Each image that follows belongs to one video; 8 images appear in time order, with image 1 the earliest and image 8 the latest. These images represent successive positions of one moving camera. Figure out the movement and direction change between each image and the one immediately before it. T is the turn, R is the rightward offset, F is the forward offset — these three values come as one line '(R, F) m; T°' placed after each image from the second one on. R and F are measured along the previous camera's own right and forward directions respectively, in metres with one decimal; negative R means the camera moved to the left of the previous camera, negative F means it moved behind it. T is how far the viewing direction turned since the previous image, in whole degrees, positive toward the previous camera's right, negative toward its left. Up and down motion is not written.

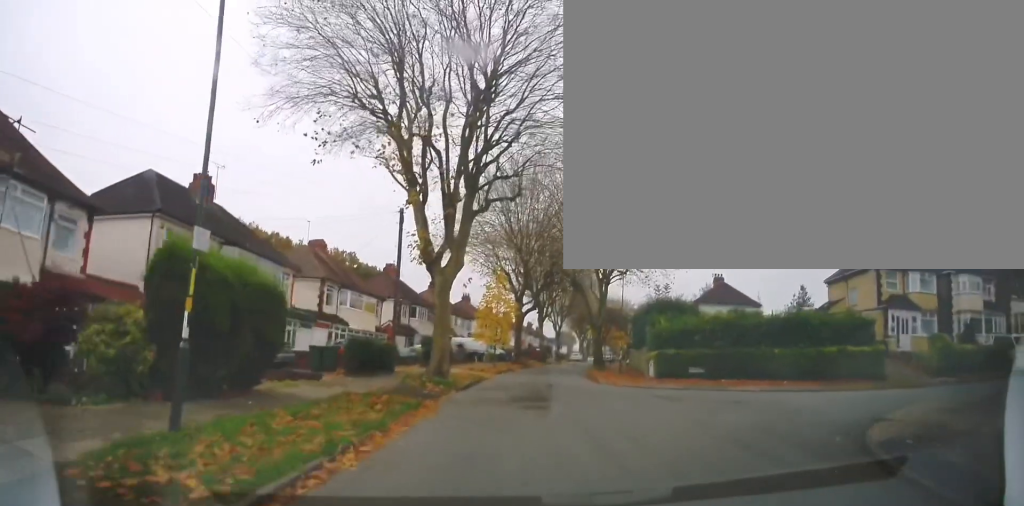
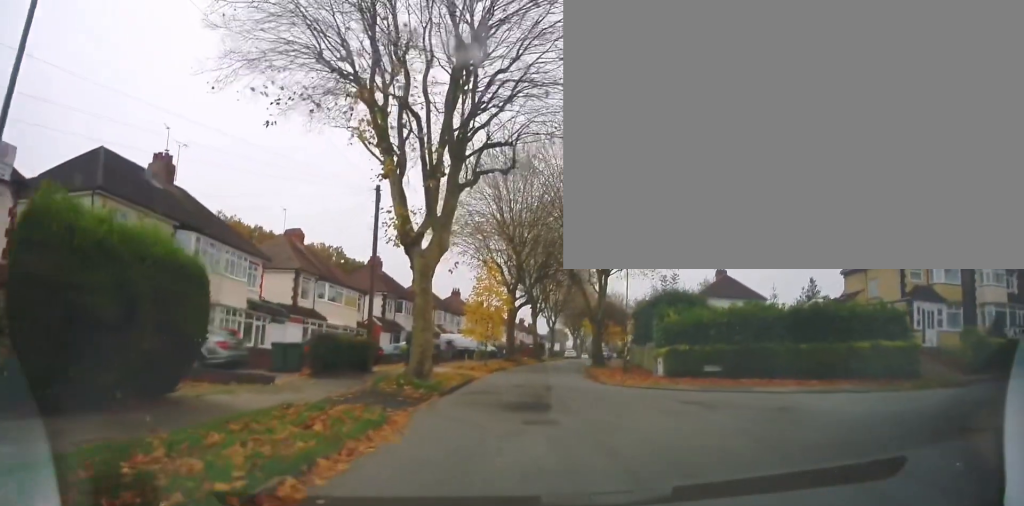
(0.0, +3.4) m; -1°
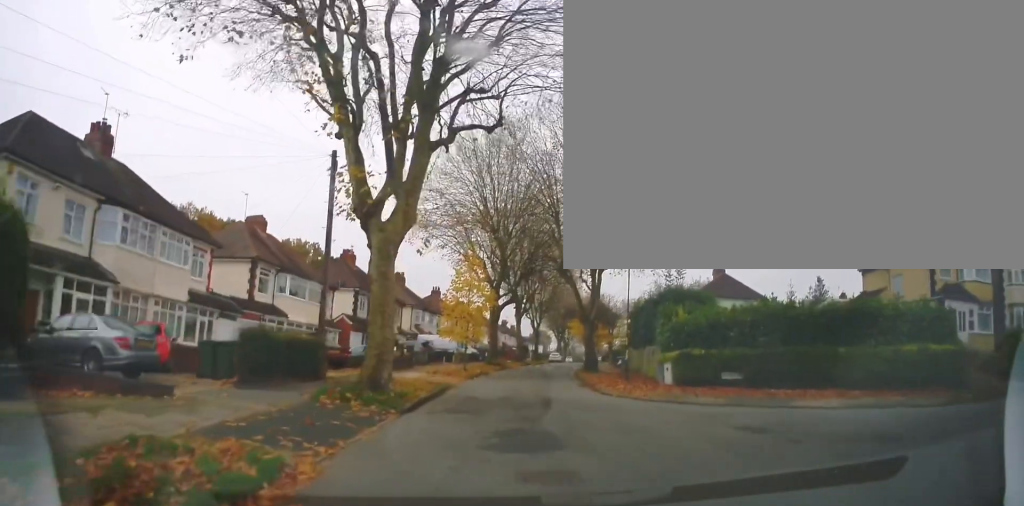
(0.0, +4.5) m; +4°
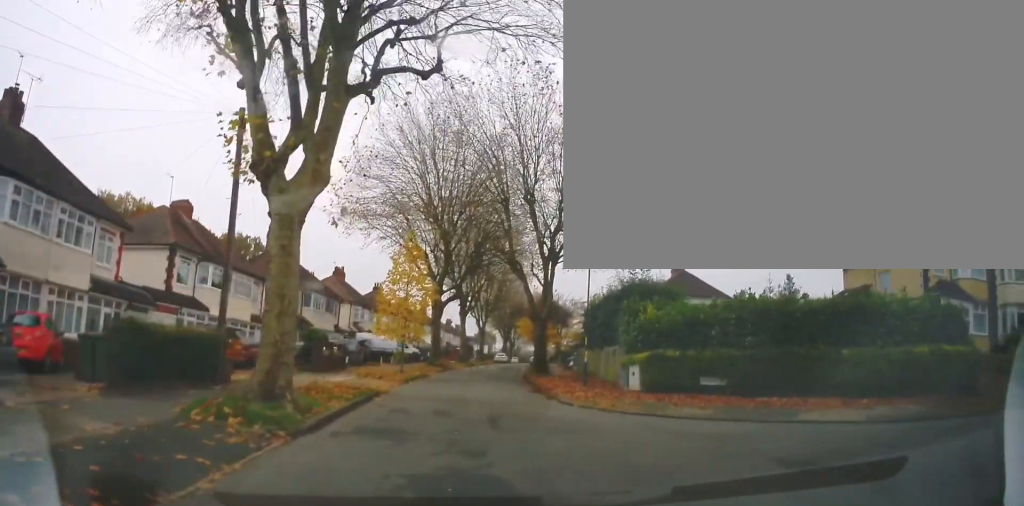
(+0.3, +3.7) m; +11°
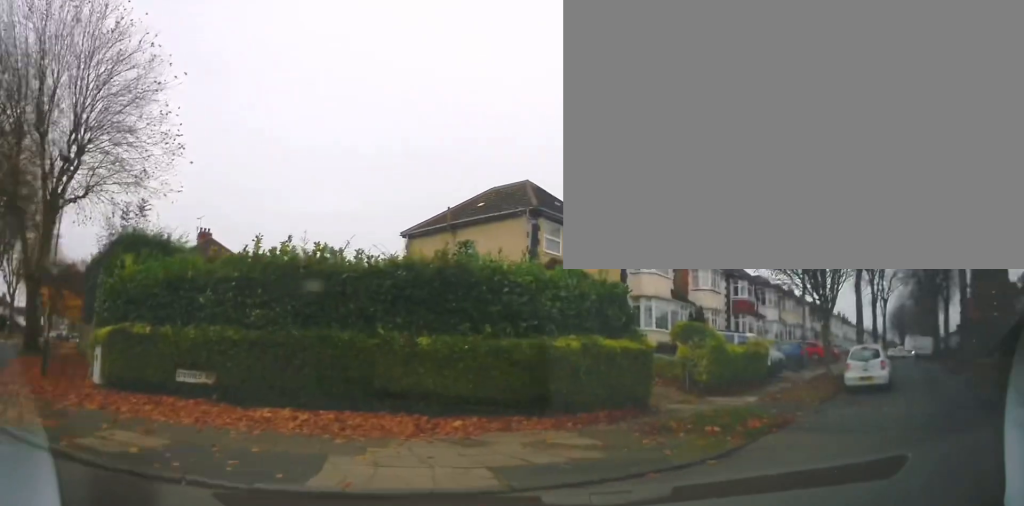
(+2.4, +7.4) m; +38°
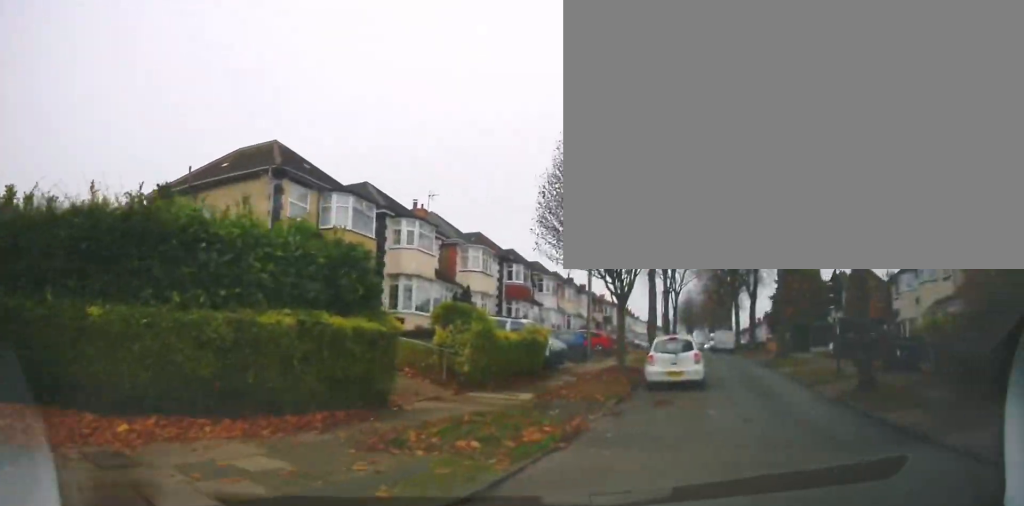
(+0.4, +3.2) m; +21°
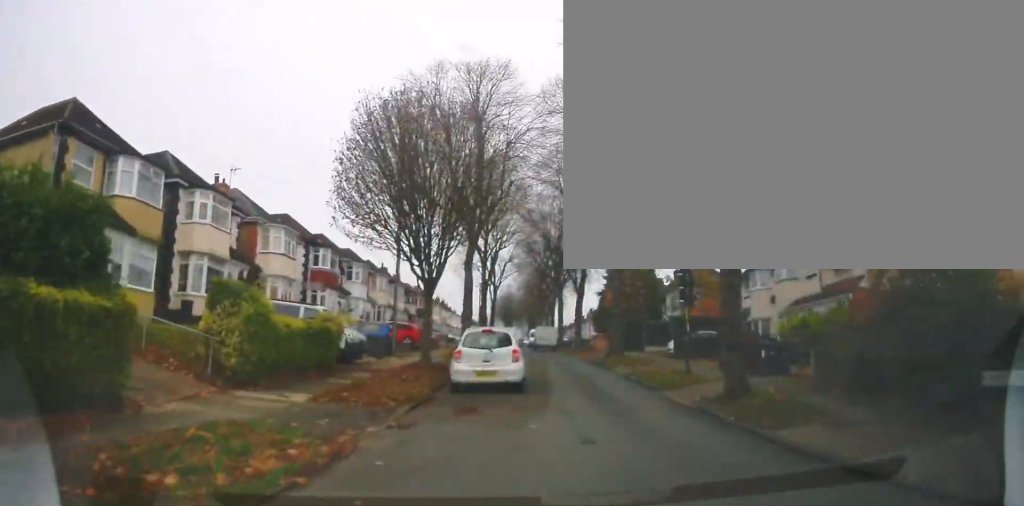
(+0.2, +2.7) m; +17°
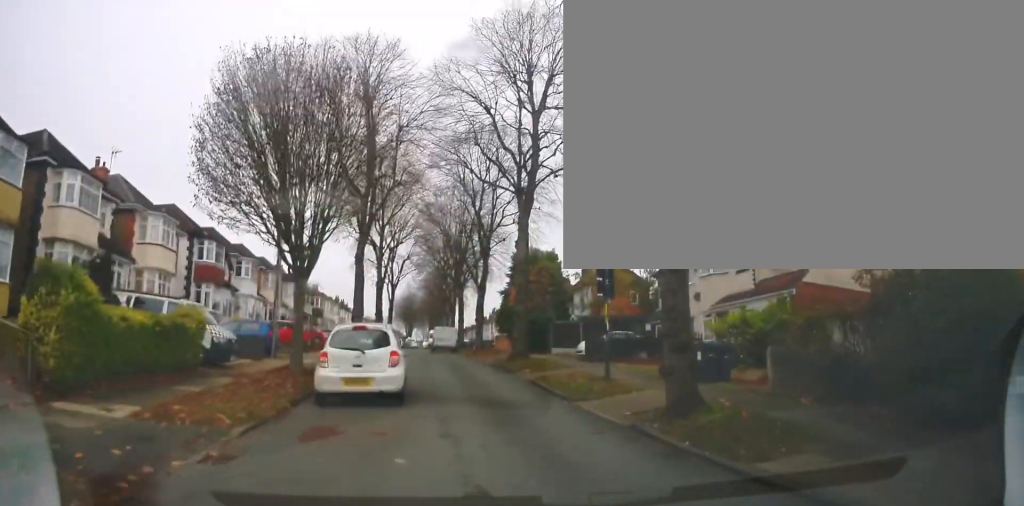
(+1.1, +2.8) m; +11°
